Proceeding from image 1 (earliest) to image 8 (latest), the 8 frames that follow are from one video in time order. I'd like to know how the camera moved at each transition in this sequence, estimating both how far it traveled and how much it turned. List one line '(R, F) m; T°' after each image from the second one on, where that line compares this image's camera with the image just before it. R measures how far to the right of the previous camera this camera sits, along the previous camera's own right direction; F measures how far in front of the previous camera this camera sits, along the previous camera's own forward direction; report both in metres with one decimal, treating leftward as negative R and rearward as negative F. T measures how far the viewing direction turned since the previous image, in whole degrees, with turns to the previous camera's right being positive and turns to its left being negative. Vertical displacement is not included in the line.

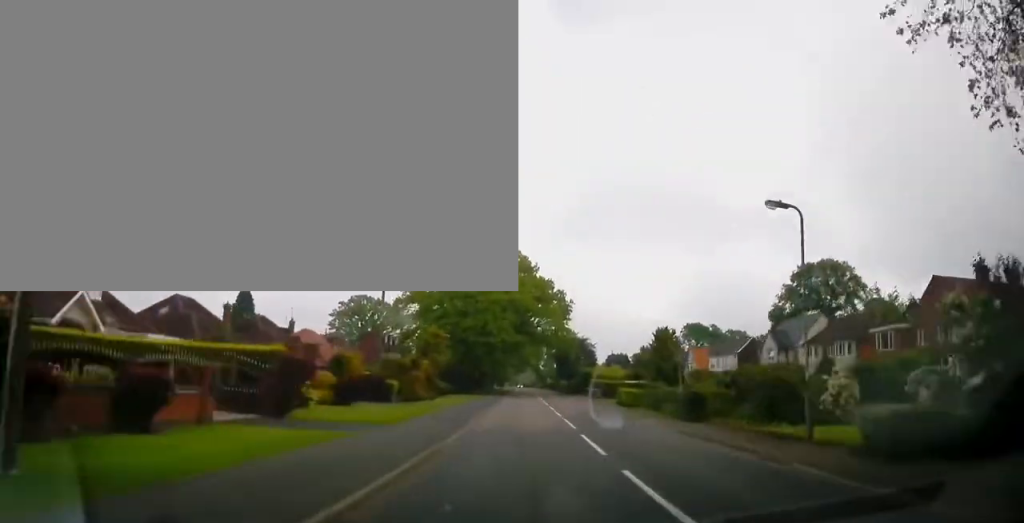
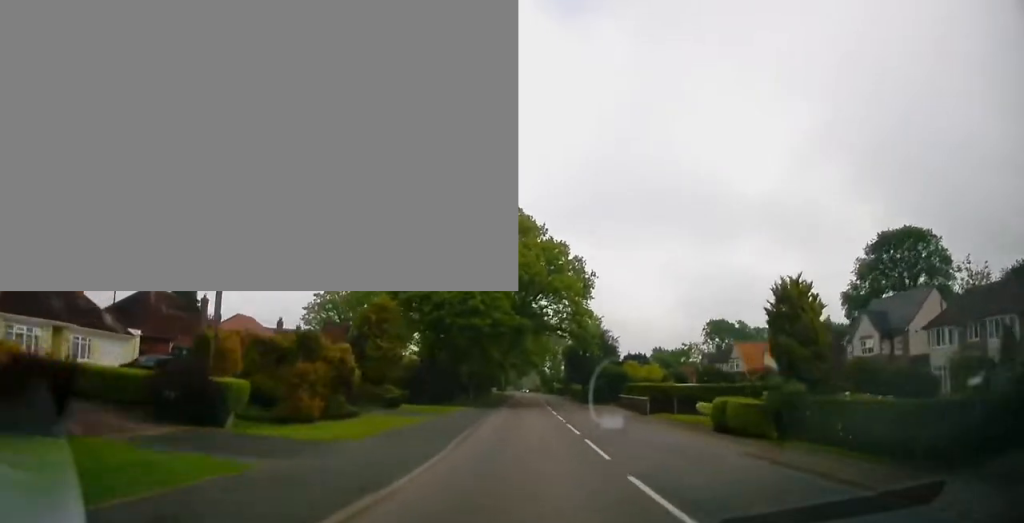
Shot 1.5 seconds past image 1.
(+0.5, +18.9) m; 0°
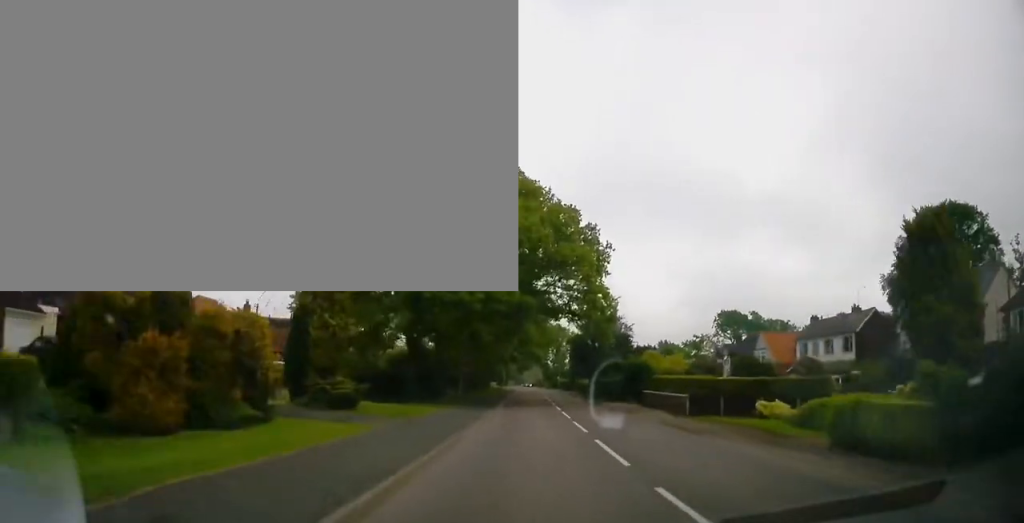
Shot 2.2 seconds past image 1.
(0.0, +7.8) m; -1°
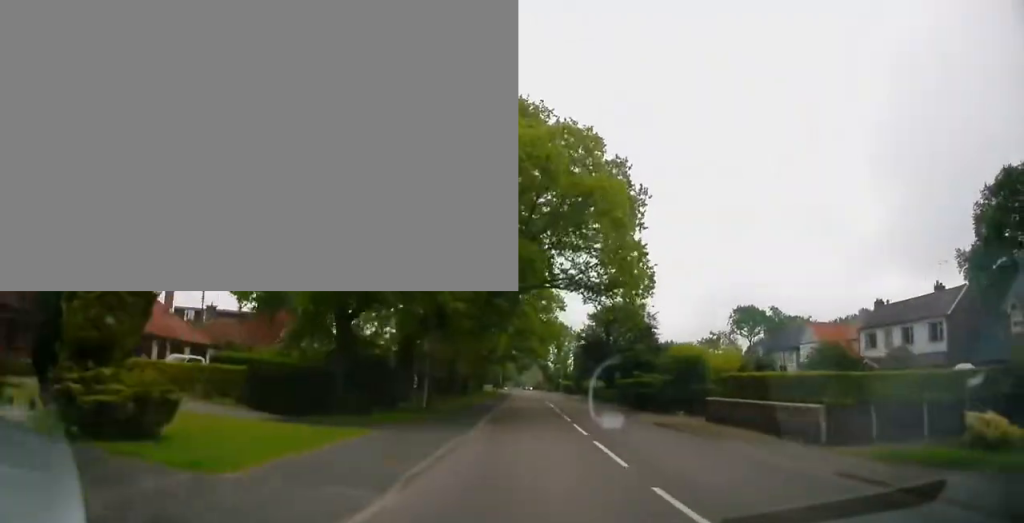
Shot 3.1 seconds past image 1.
(-0.4, +11.7) m; 0°
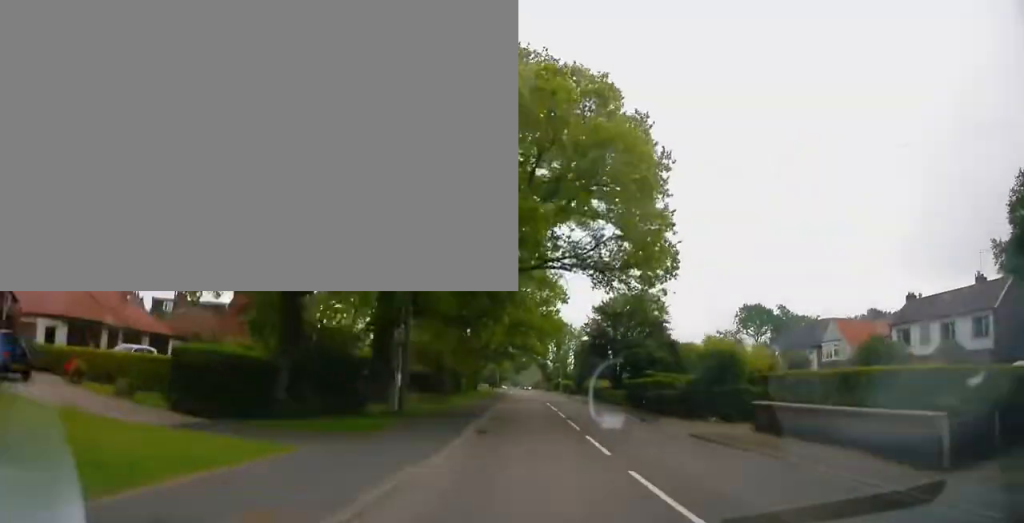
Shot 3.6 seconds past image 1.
(+0.1, +5.1) m; +1°
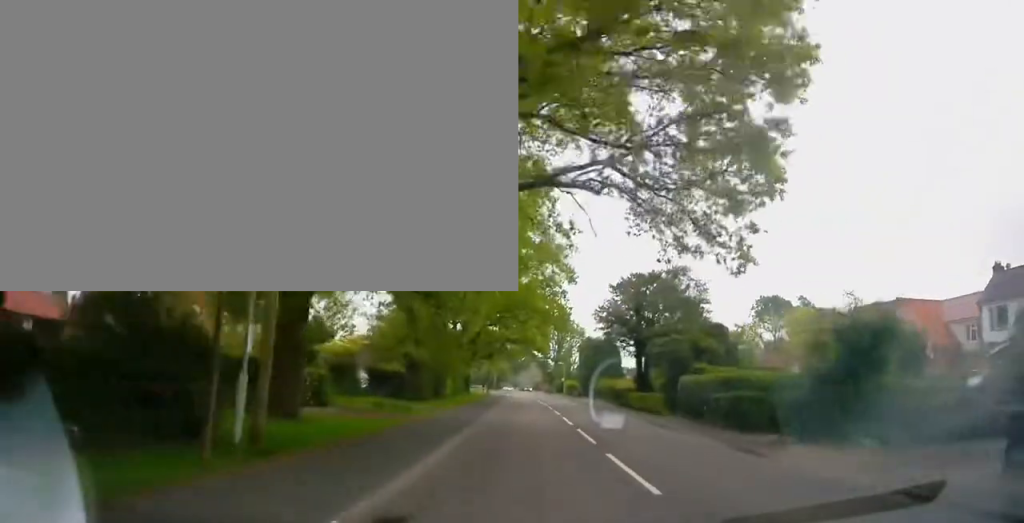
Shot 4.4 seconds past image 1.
(+0.1, +9.8) m; 0°
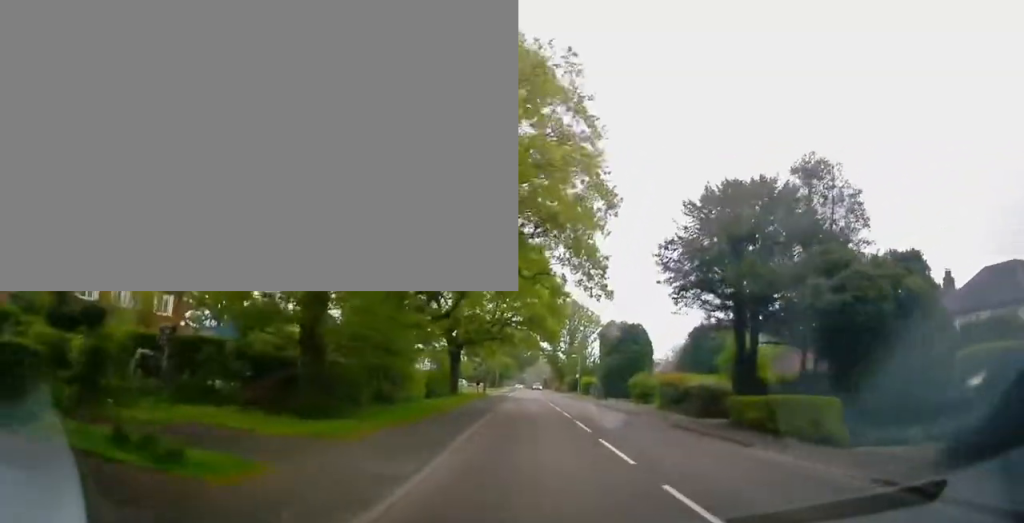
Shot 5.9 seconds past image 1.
(-0.3, +16.6) m; -1°
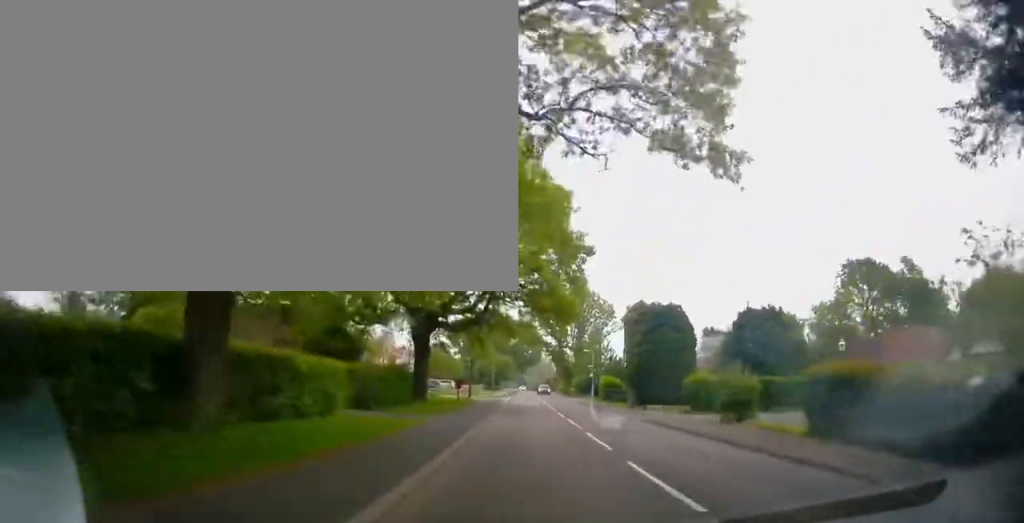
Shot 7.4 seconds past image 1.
(+0.2, +15.8) m; 0°
